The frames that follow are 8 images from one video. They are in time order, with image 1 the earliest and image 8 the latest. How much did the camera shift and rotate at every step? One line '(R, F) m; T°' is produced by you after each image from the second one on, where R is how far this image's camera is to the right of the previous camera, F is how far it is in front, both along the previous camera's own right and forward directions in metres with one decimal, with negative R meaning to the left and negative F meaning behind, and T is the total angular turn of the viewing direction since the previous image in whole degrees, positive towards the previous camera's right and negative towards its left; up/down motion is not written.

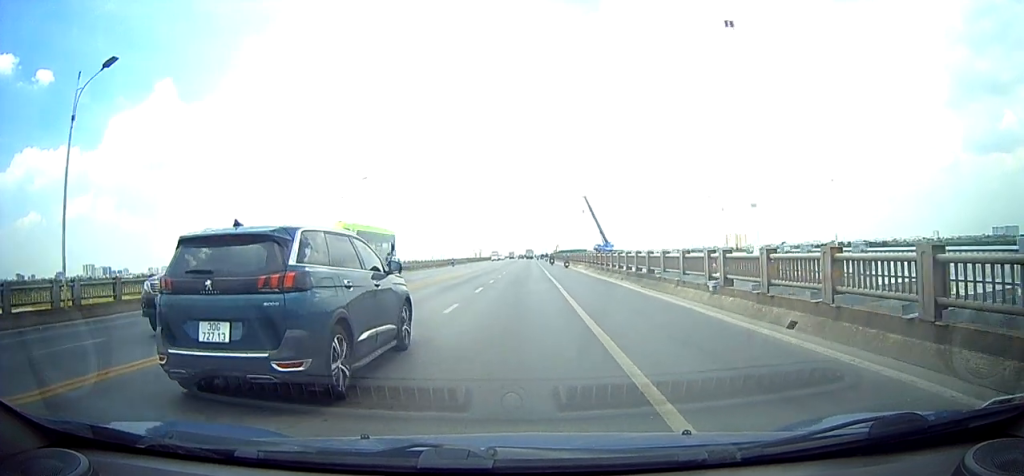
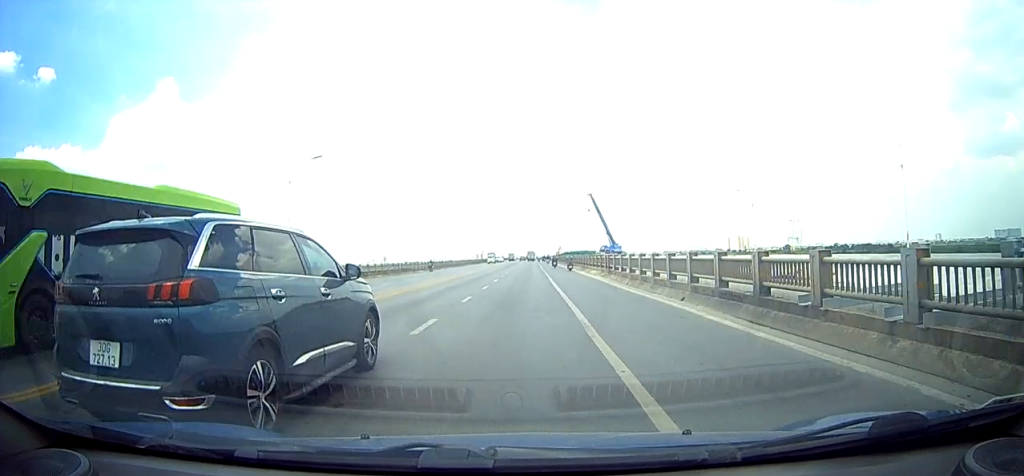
(-0.2, +11.1) m; -1°
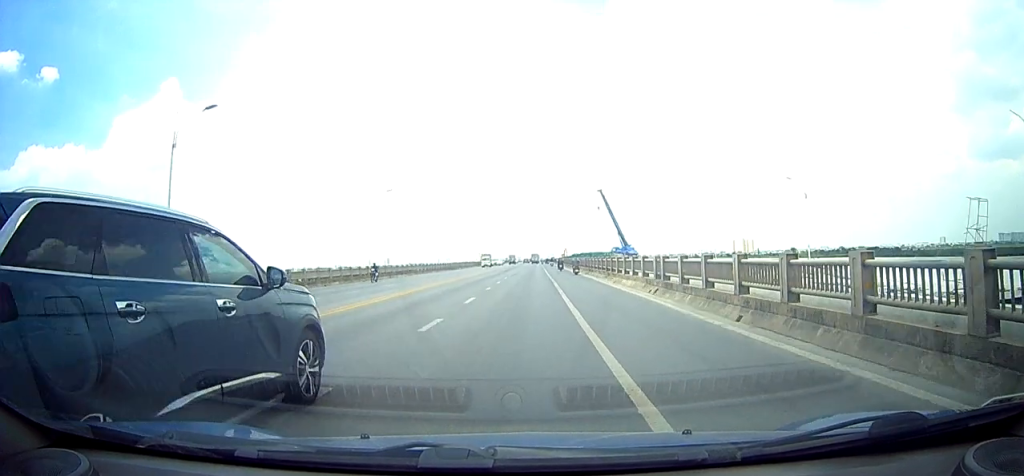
(+0.1, +12.6) m; +1°
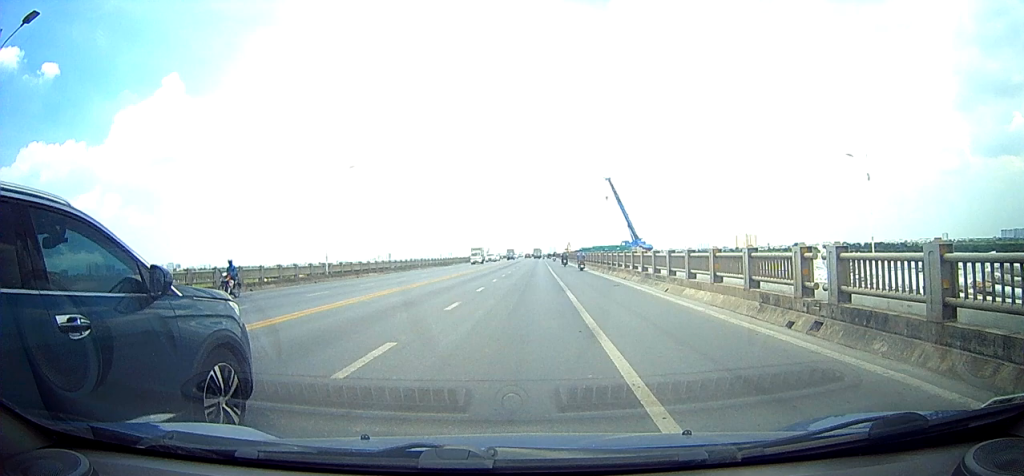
(+0.1, +10.6) m; 0°
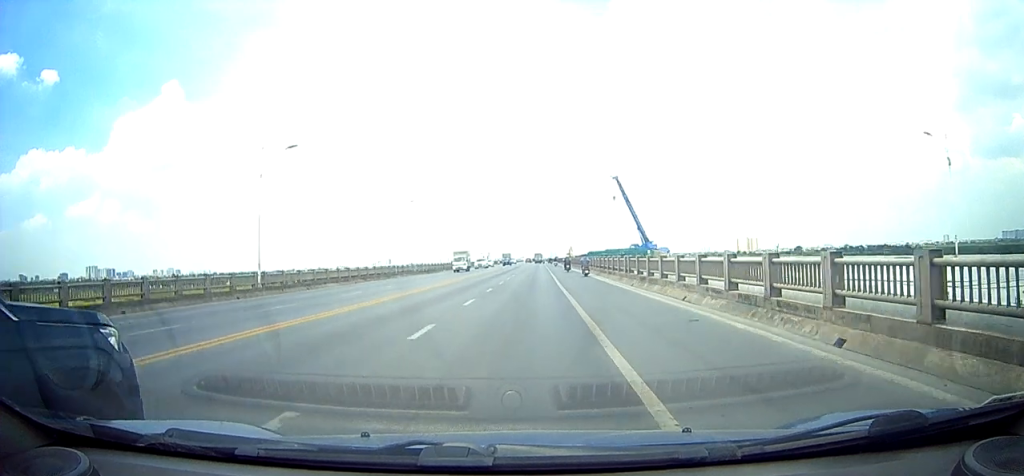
(0.0, +9.6) m; 0°
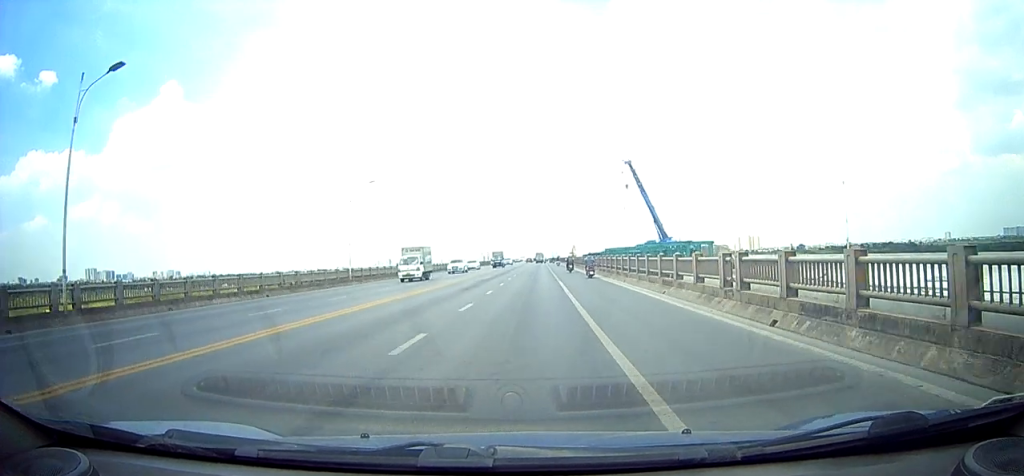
(0.0, +13.9) m; 0°
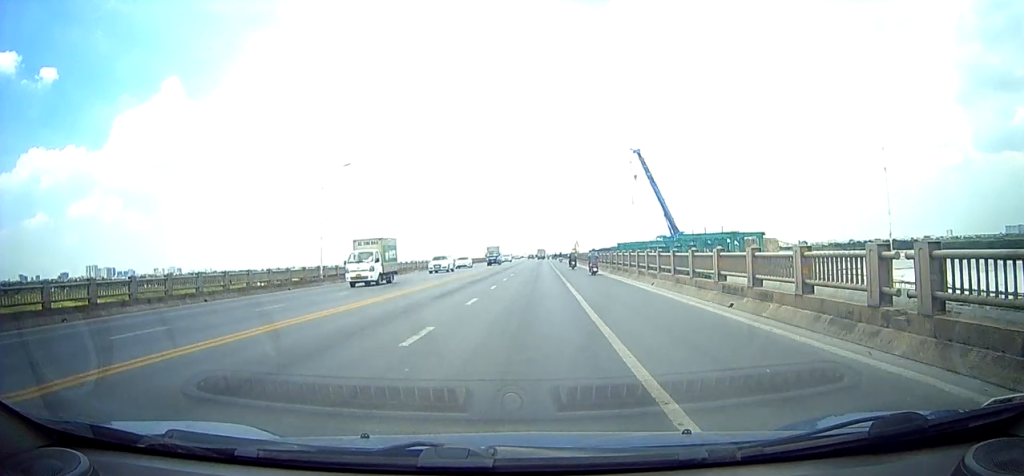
(0.0, +6.3) m; 0°
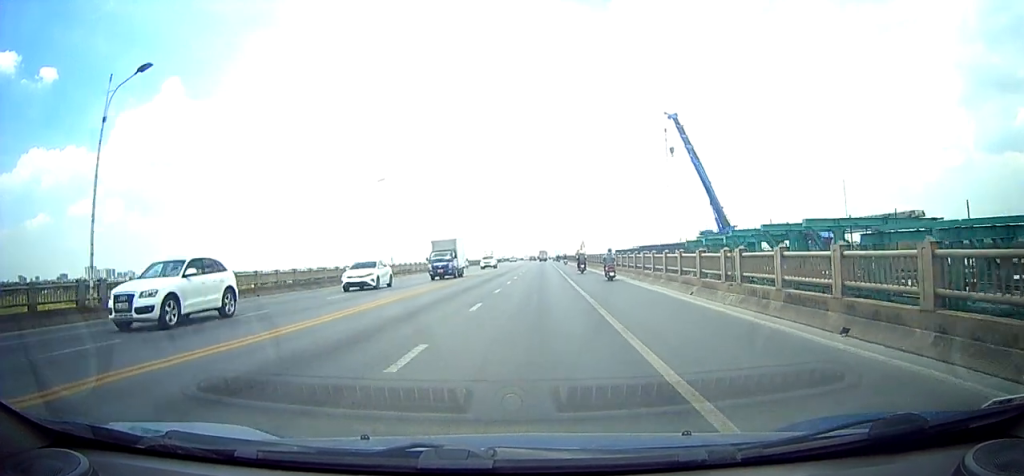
(0.0, +23.3) m; 0°
